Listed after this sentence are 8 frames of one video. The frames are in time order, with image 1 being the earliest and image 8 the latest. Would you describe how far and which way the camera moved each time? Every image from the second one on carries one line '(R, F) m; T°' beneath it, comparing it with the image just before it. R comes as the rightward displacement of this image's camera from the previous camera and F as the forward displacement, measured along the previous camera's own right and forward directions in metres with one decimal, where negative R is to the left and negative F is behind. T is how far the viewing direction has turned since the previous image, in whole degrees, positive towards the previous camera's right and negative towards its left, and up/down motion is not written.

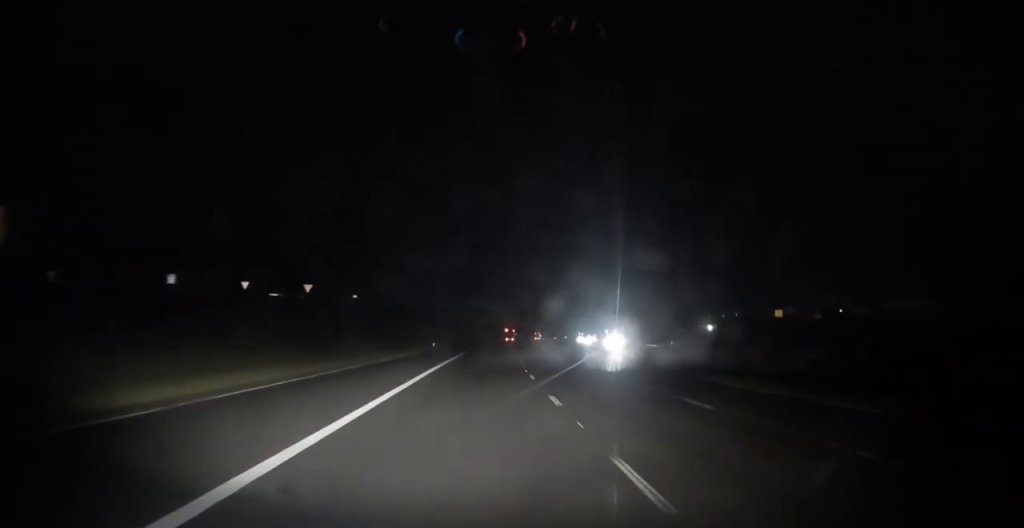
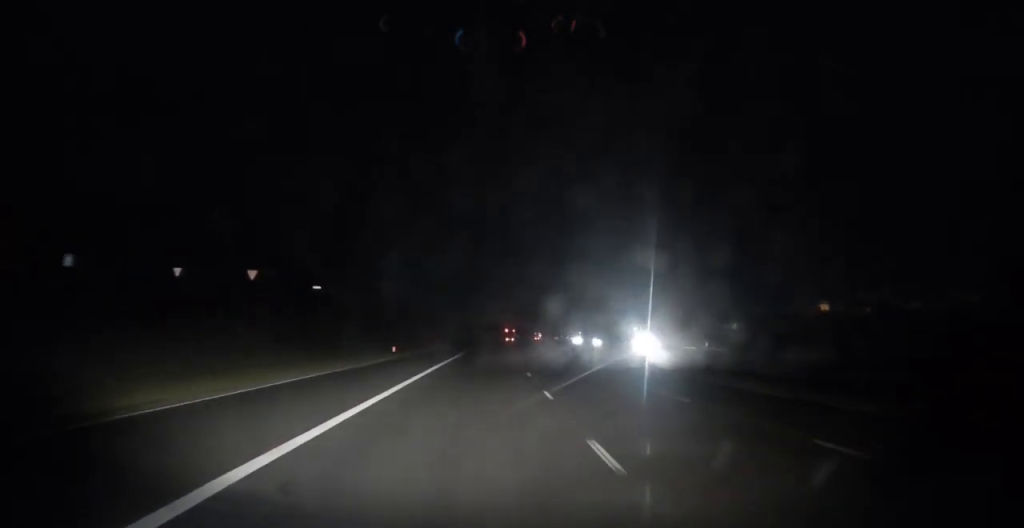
(+0.1, +25.6) m; 0°
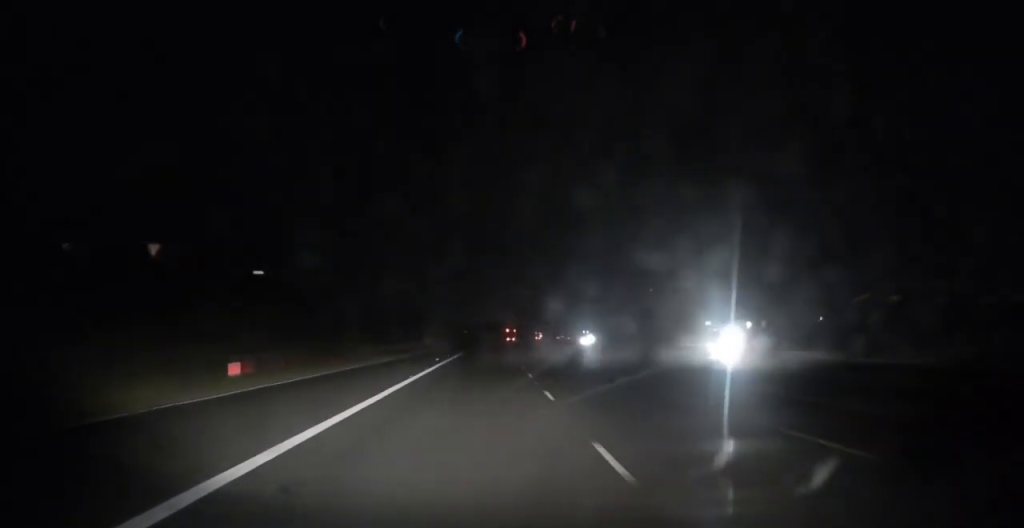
(+0.1, +27.5) m; +1°
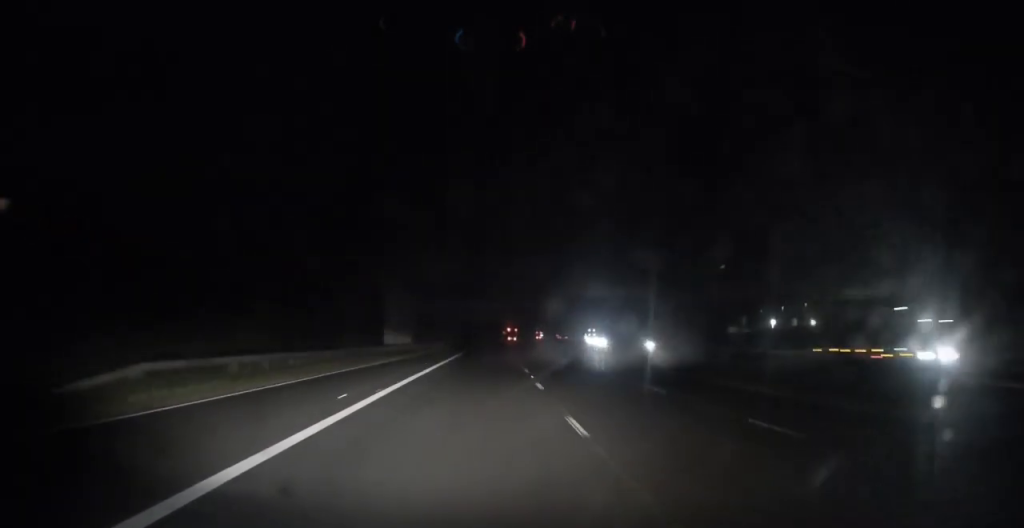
(+0.1, +23.7) m; 0°
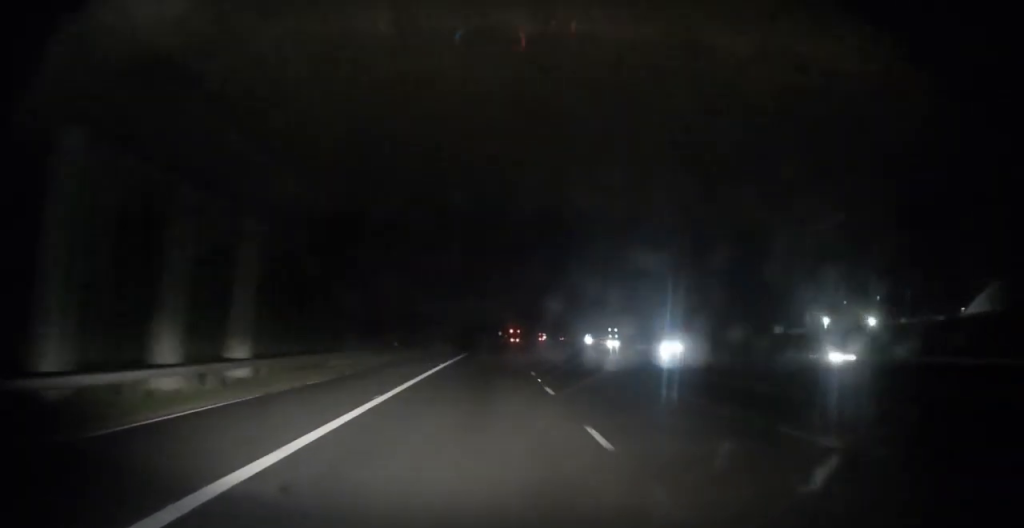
(+0.2, +37.2) m; +1°
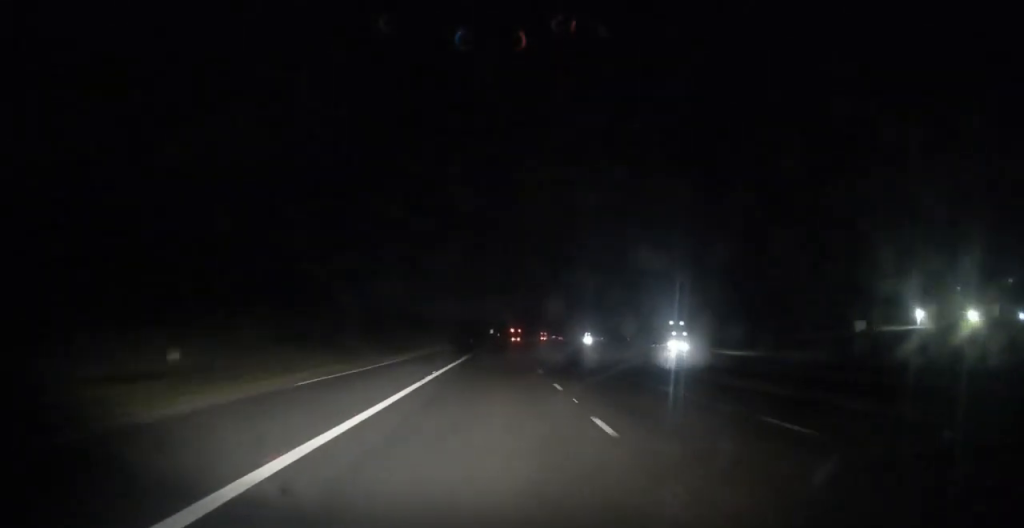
(+0.4, +44.0) m; +1°
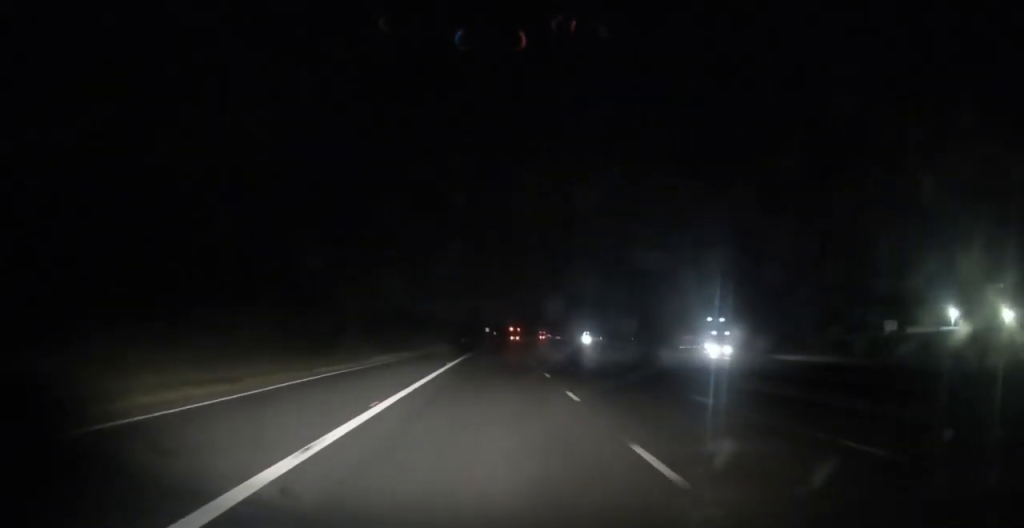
(0.0, +12.4) m; 0°
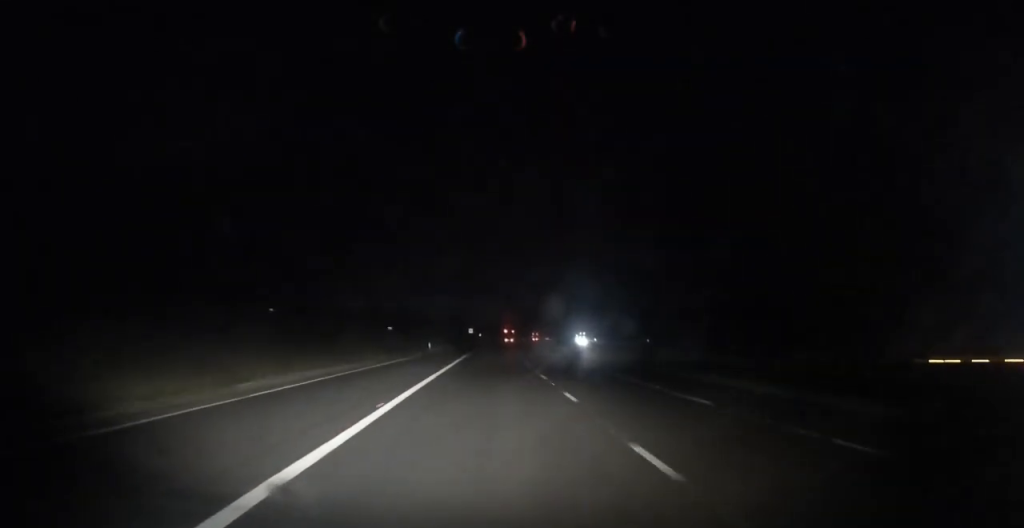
(+0.2, +35.5) m; +1°
